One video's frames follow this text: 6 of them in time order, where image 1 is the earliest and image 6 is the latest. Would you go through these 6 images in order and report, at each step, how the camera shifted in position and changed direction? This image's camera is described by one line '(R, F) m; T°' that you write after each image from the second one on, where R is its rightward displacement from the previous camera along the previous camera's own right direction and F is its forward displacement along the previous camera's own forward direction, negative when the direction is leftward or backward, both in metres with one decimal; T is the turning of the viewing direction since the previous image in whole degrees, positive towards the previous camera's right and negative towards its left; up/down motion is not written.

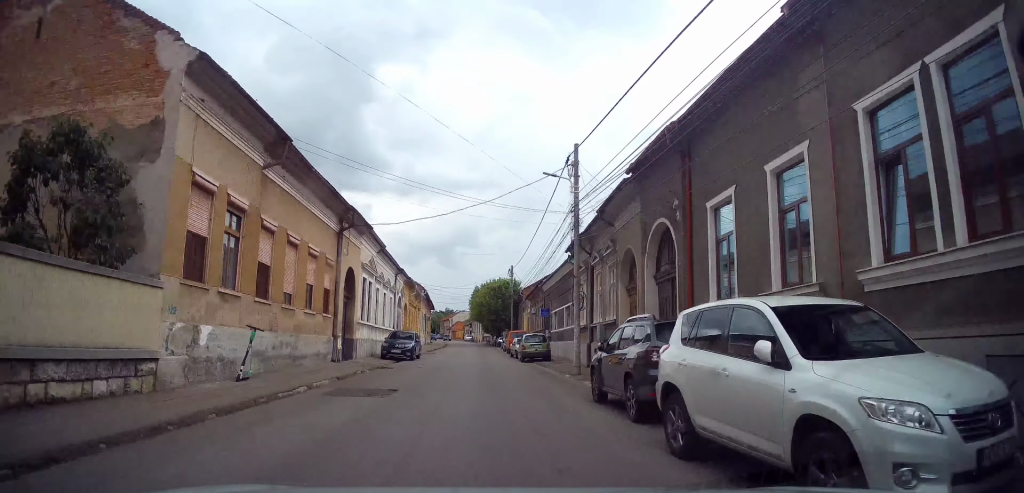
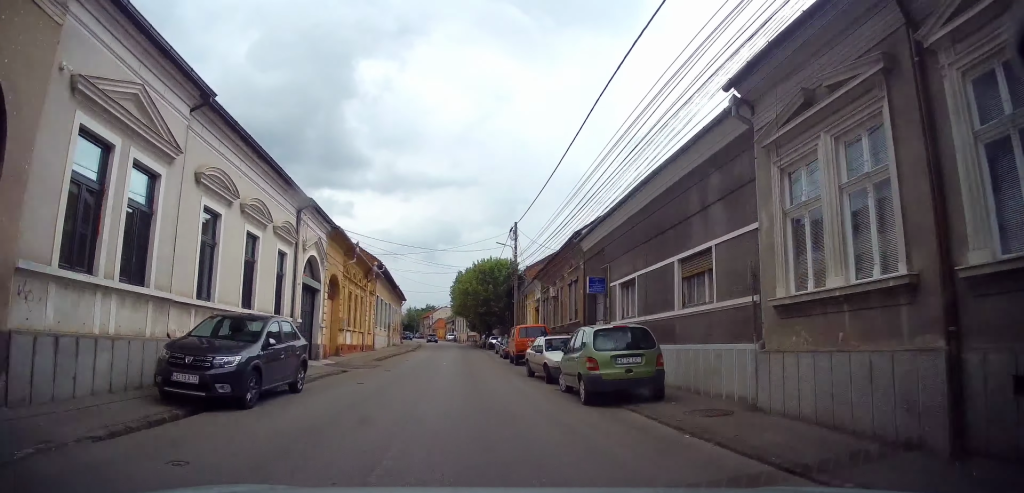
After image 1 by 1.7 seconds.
(+0.2, +18.6) m; +1°
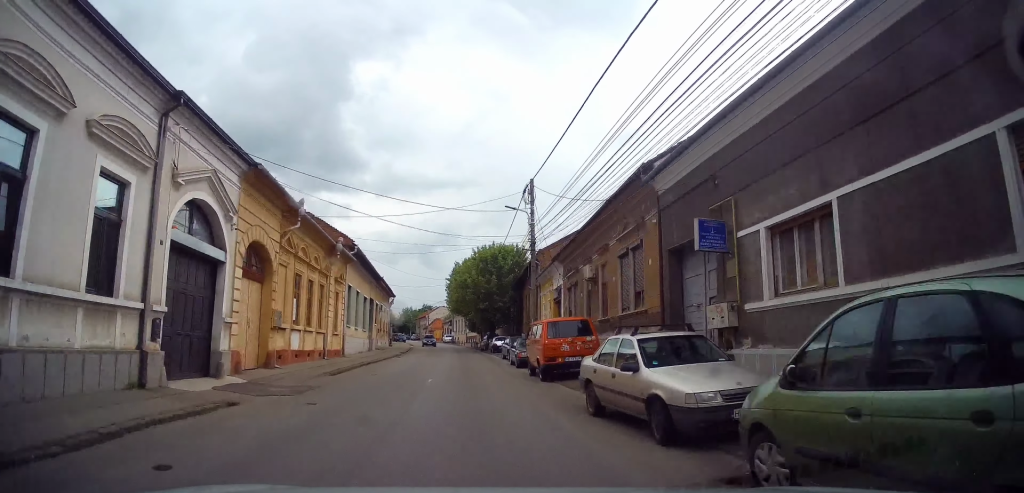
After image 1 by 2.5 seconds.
(0.0, +8.9) m; 0°
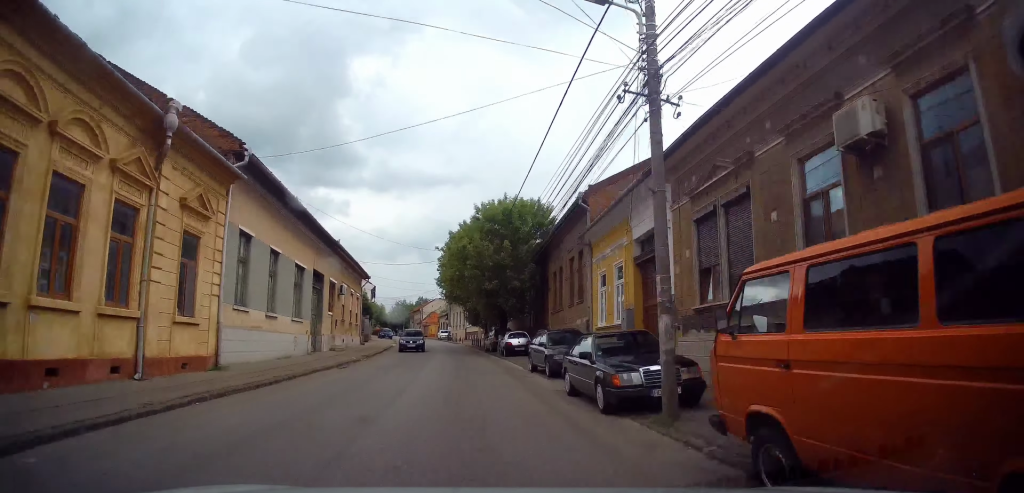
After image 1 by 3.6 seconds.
(0.0, +14.9) m; 0°
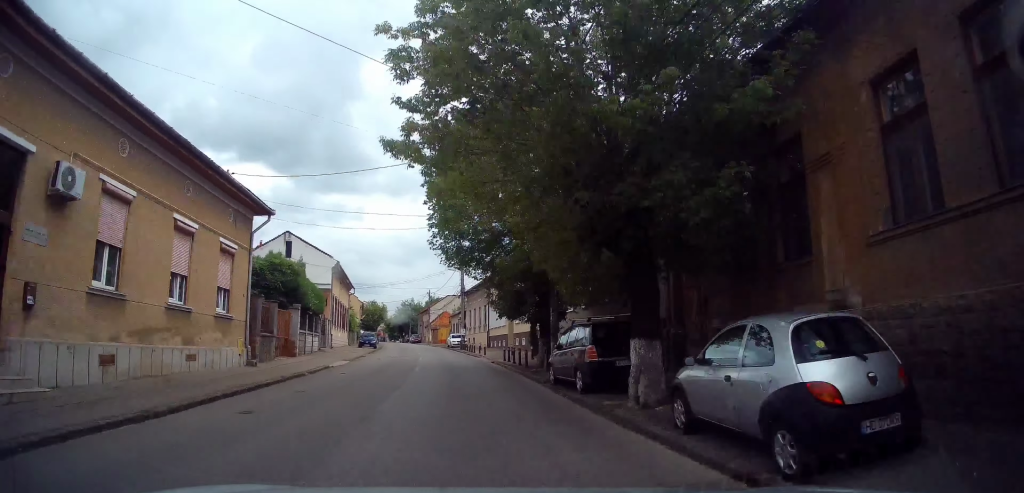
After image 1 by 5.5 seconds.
(+0.1, +25.7) m; -1°
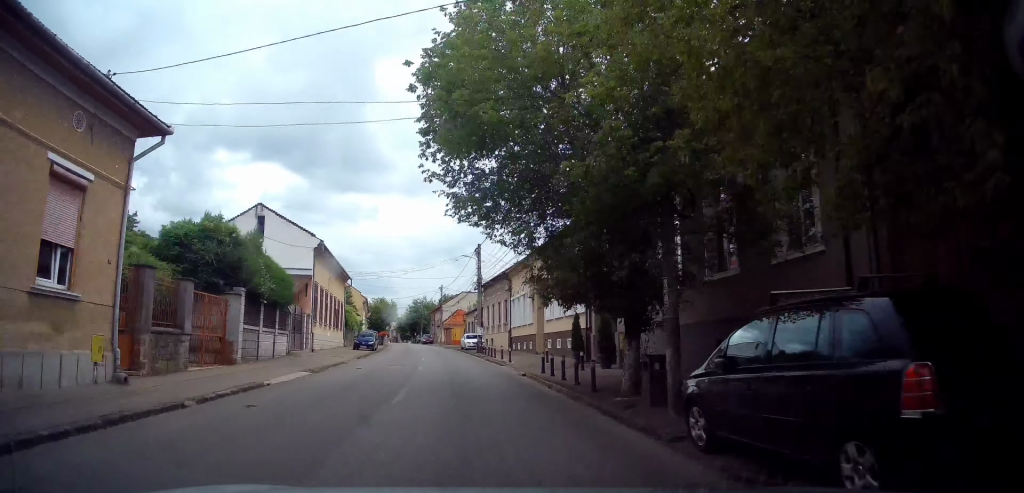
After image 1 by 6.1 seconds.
(-0.2, +8.4) m; -1°
